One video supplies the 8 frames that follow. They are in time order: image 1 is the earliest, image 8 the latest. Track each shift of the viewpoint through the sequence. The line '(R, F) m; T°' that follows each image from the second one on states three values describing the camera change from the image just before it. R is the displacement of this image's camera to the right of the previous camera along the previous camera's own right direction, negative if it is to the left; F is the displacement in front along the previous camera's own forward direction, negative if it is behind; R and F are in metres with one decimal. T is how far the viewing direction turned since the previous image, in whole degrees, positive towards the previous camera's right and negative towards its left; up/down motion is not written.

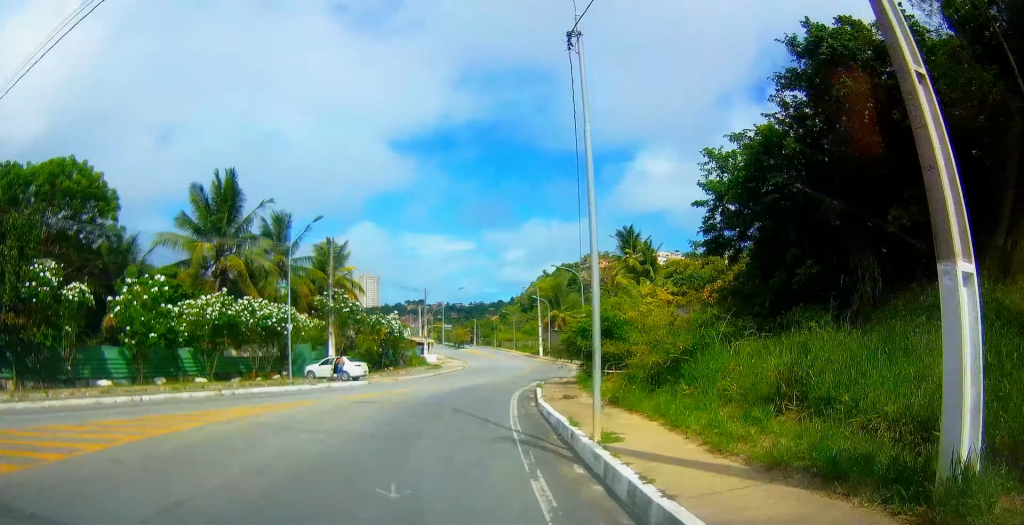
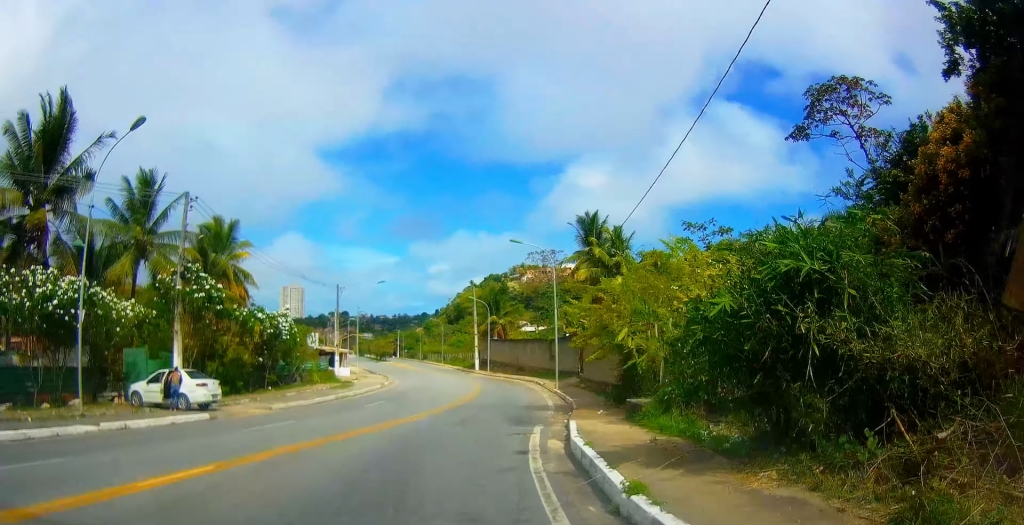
(-2.1, +14.5) m; -7°
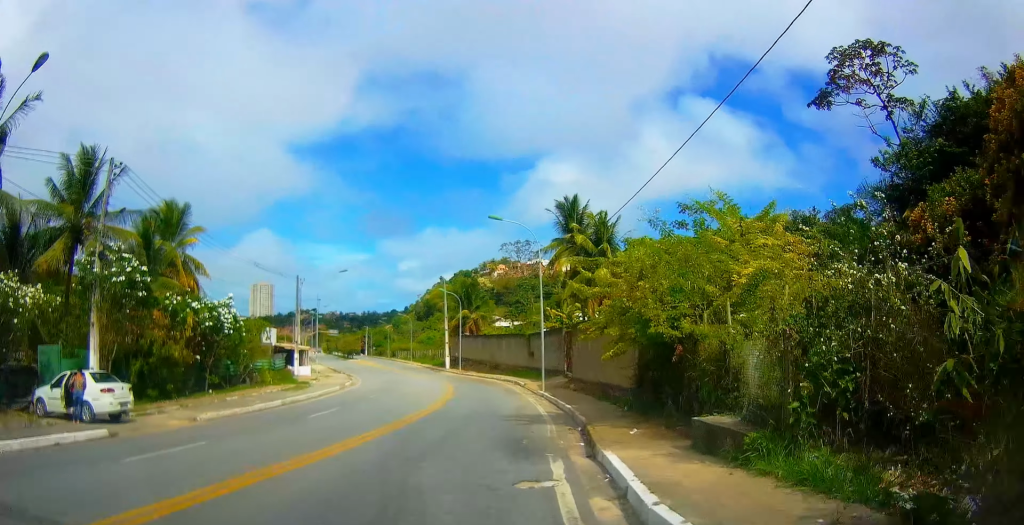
(0.0, +5.0) m; +4°
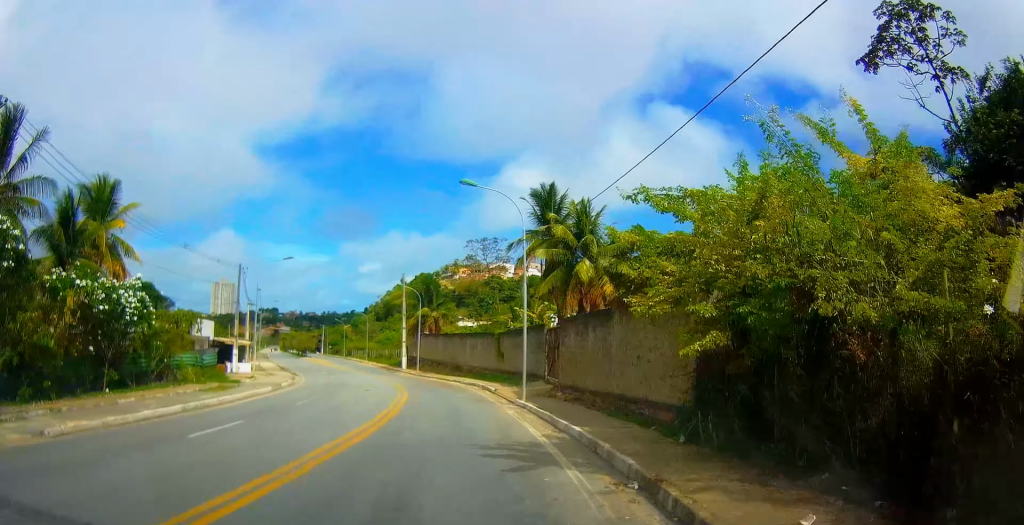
(+0.4, +6.8) m; +2°
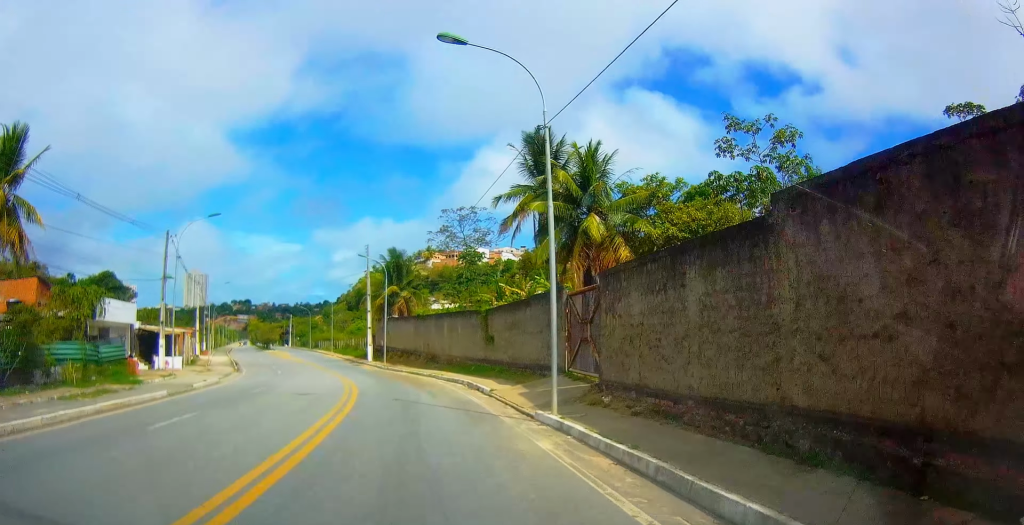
(+0.2, +10.3) m; +1°
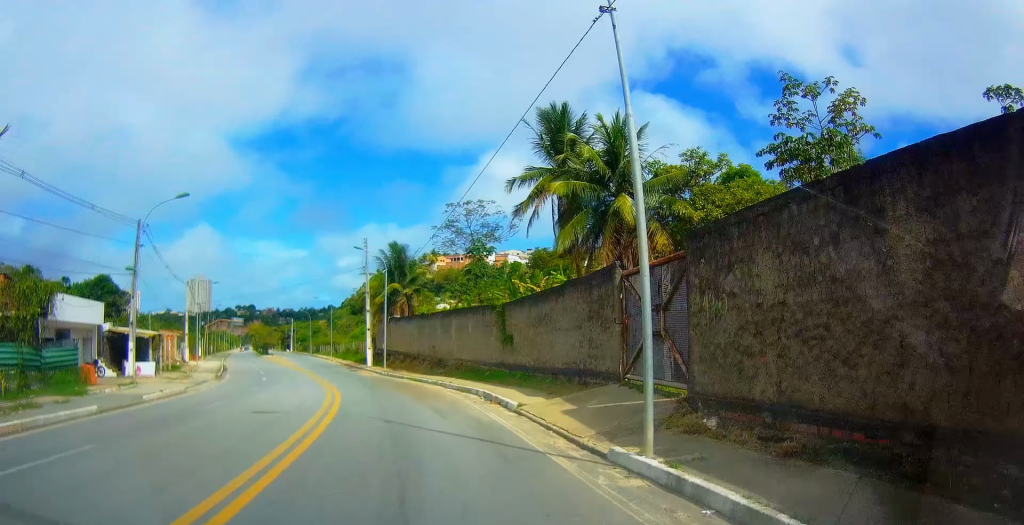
(0.0, +5.5) m; 0°
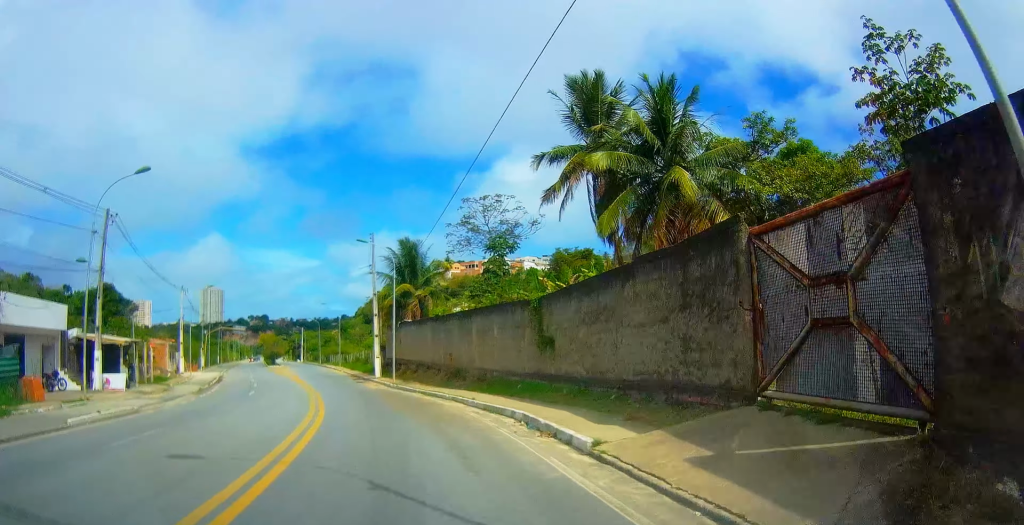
(0.0, +6.0) m; 0°
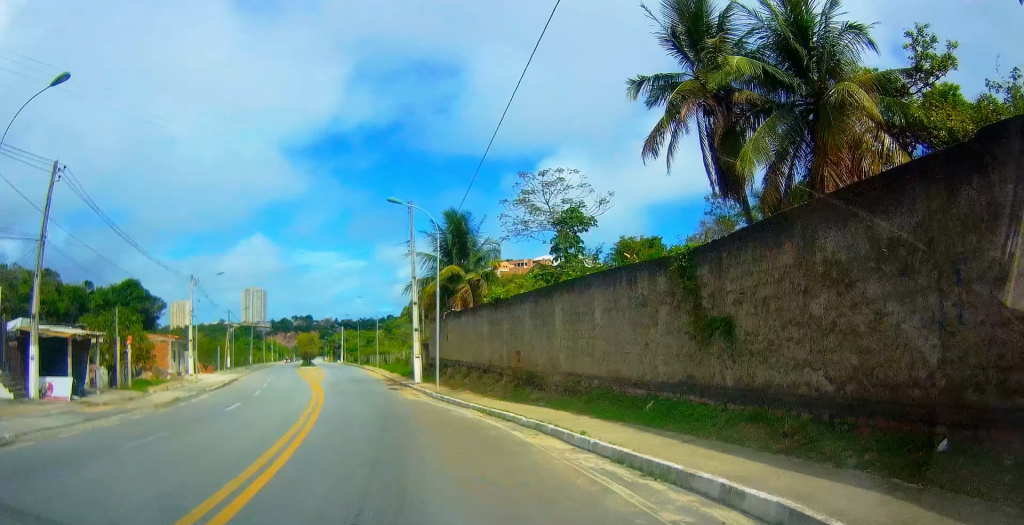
(0.0, +9.8) m; -2°
